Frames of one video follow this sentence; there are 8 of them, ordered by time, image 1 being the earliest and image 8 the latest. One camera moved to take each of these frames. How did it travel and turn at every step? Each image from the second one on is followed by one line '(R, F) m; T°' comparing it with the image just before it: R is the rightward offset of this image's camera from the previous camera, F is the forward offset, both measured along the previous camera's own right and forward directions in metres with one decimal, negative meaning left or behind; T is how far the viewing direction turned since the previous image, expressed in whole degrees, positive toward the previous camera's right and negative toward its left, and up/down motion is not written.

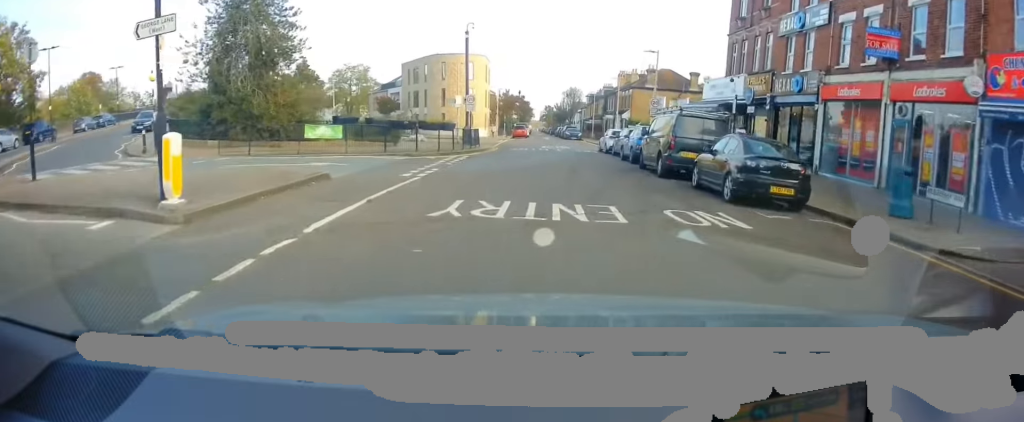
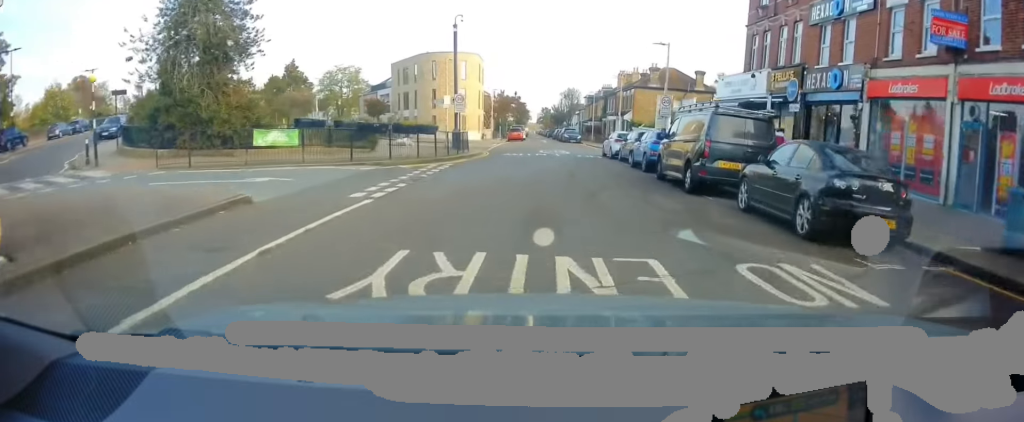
(-0.2, +3.6) m; +1°
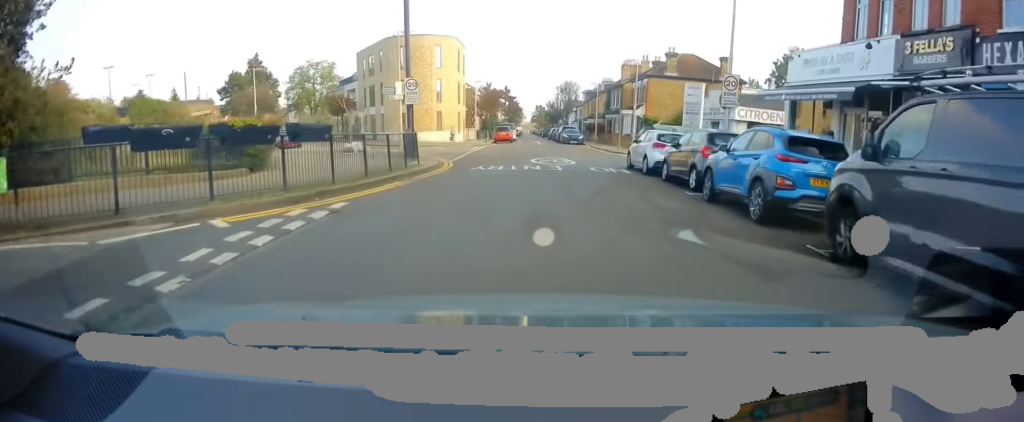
(+0.5, +10.5) m; +2°
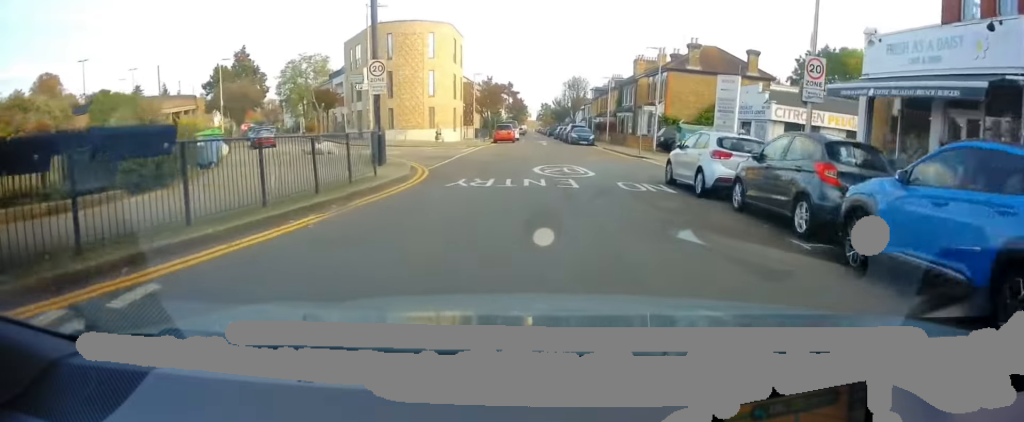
(-0.3, +5.7) m; 0°
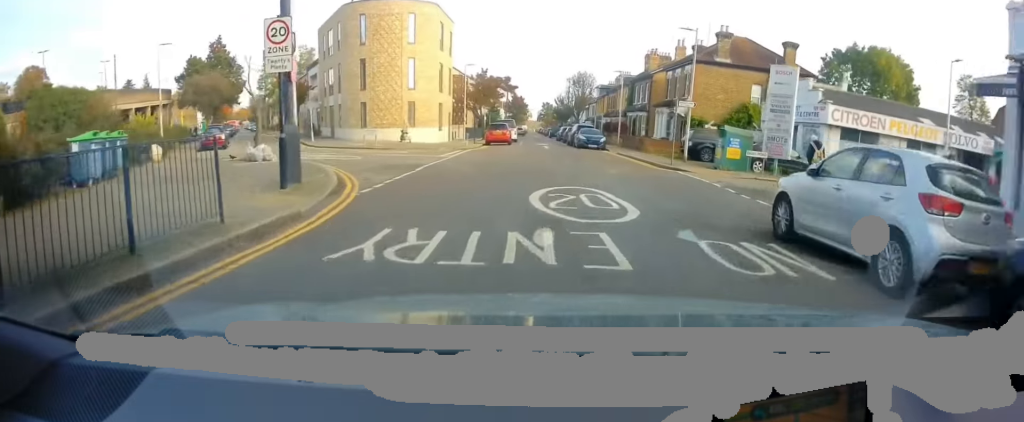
(+0.2, +7.1) m; 0°
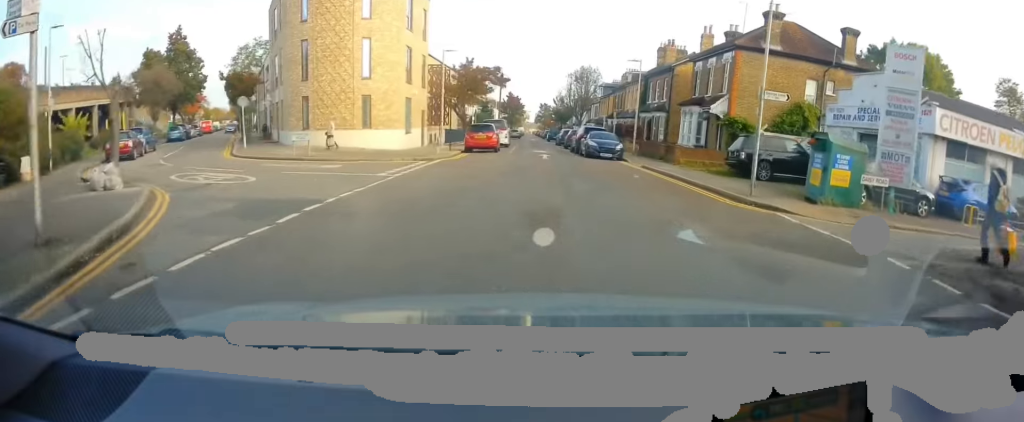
(-0.2, +8.8) m; -2°
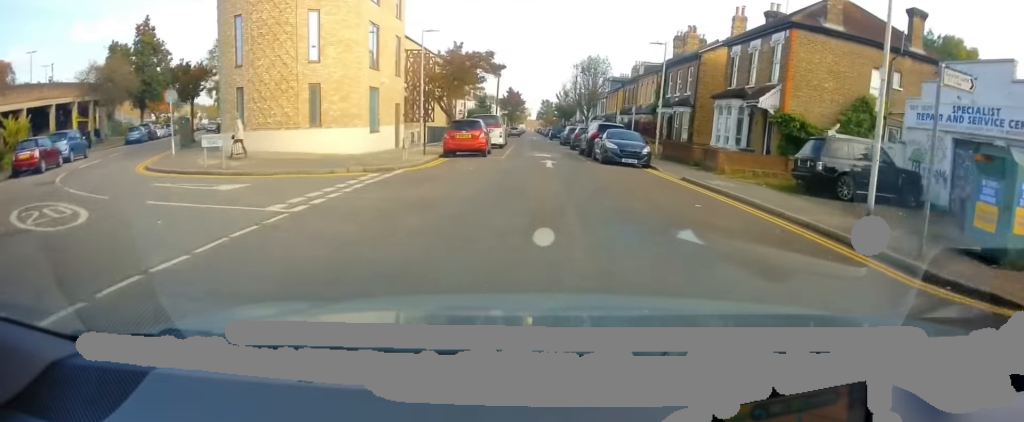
(0.0, +6.7) m; 0°
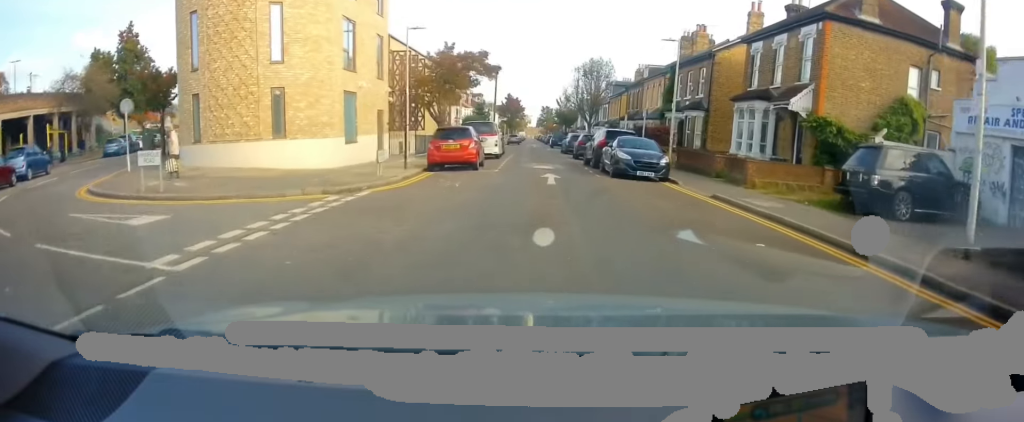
(0.0, +3.2) m; 0°
